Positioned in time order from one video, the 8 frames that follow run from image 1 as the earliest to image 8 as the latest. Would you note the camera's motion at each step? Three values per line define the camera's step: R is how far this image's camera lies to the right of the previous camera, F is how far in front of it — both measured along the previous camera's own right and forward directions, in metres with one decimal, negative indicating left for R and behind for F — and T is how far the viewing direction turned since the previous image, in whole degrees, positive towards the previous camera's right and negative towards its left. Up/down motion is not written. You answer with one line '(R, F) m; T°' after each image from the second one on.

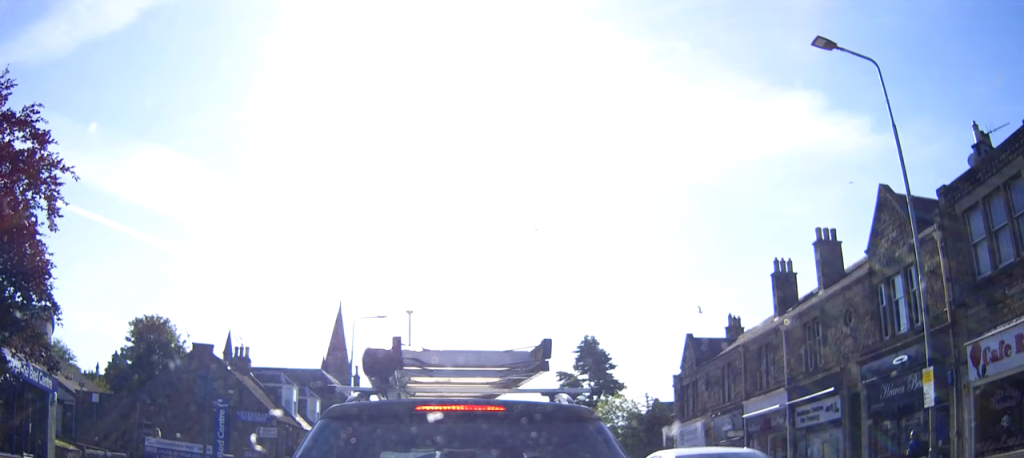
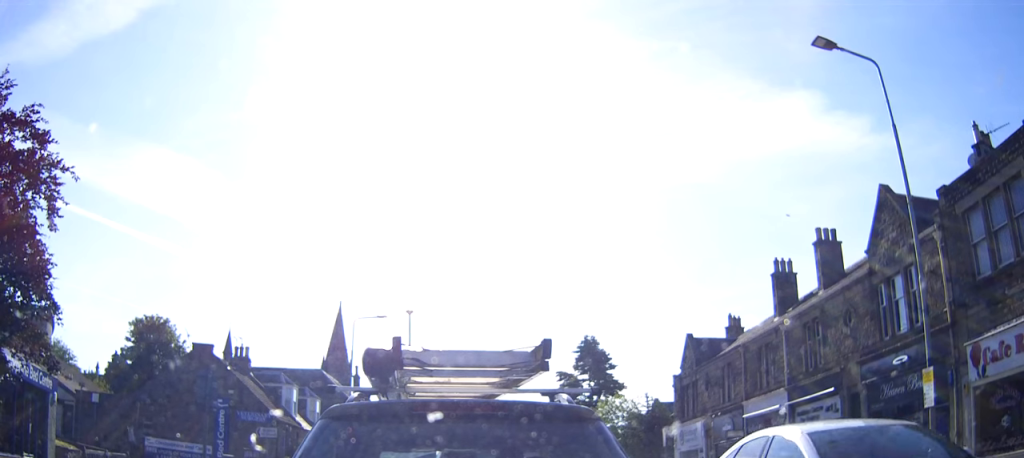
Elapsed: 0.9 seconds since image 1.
(0.0, 0.0) m; 0°
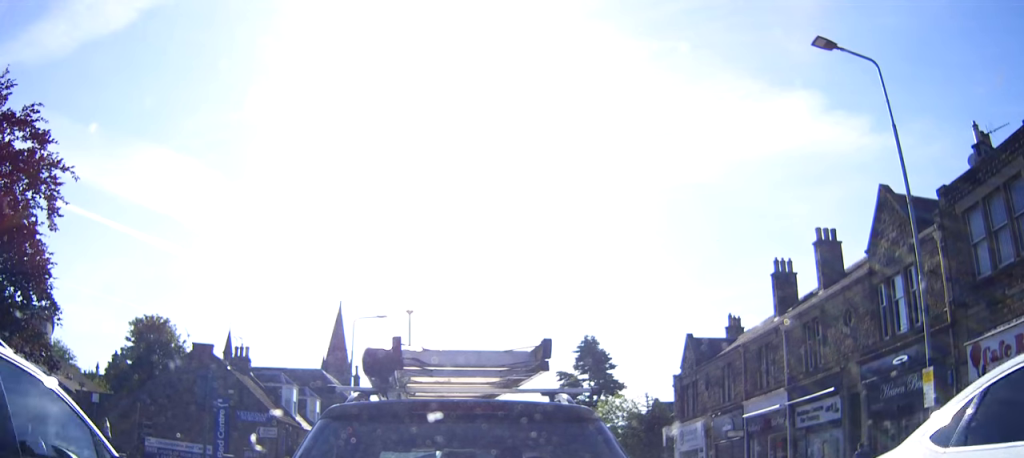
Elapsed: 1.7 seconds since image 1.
(0.0, 0.0) m; 0°
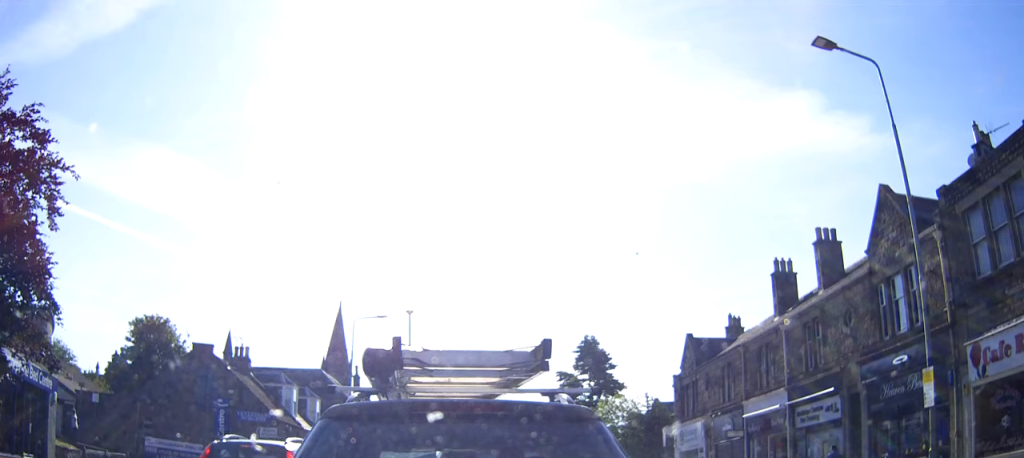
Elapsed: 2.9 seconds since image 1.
(0.0, 0.0) m; 0°
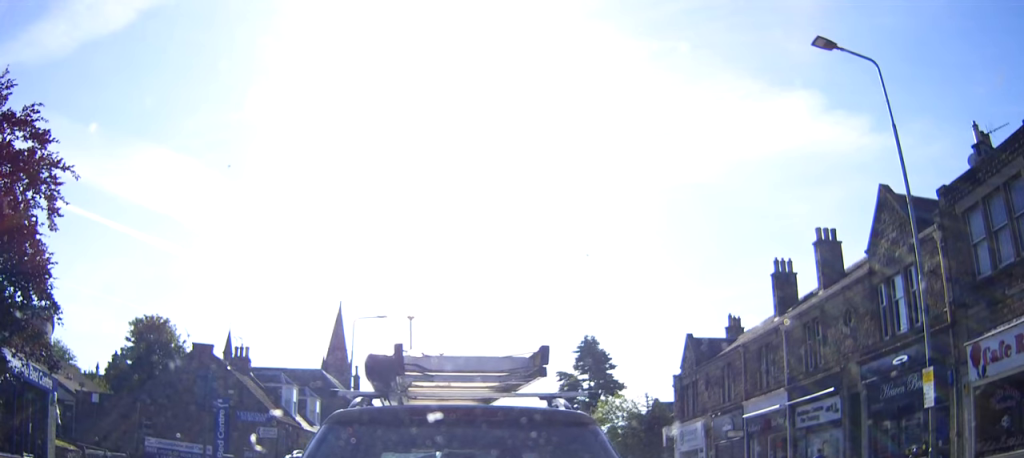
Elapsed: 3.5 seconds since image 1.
(0.0, 0.0) m; 0°
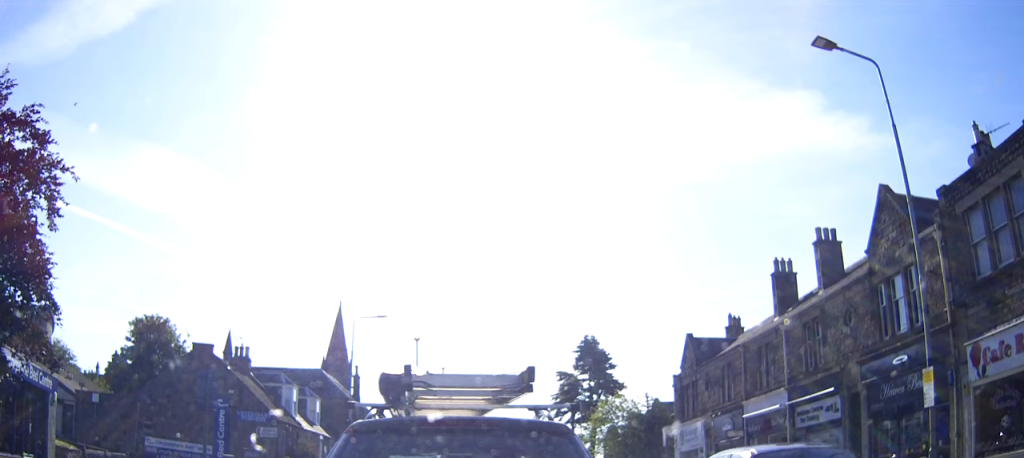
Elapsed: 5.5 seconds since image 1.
(0.0, 0.0) m; 0°
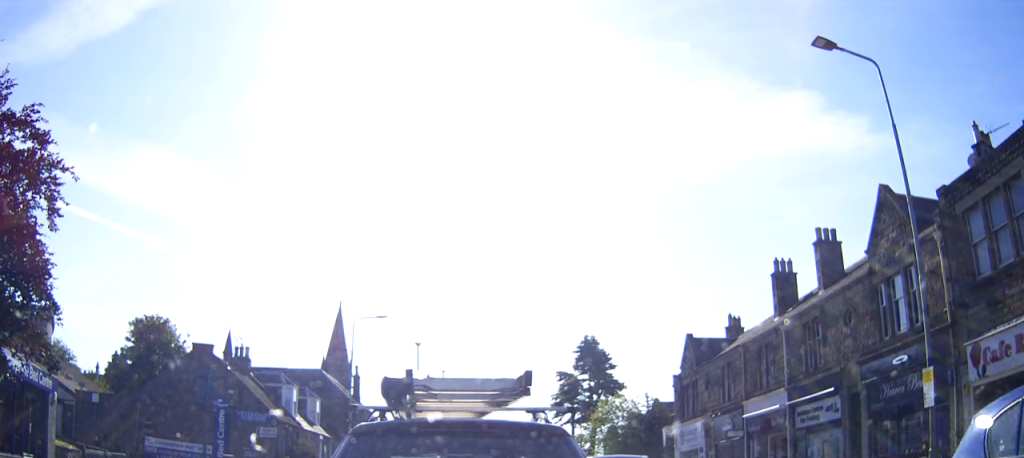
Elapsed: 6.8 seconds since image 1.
(0.0, 0.0) m; 0°
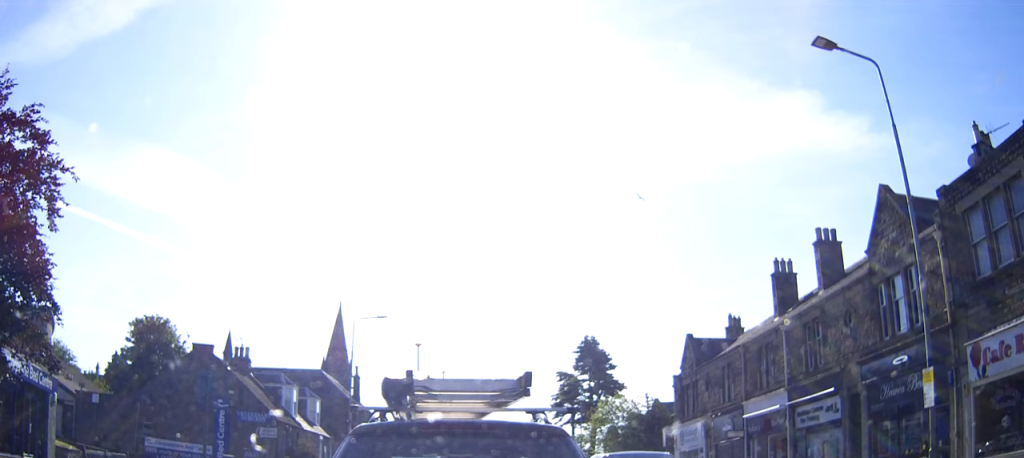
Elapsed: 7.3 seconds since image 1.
(0.0, 0.0) m; 0°
